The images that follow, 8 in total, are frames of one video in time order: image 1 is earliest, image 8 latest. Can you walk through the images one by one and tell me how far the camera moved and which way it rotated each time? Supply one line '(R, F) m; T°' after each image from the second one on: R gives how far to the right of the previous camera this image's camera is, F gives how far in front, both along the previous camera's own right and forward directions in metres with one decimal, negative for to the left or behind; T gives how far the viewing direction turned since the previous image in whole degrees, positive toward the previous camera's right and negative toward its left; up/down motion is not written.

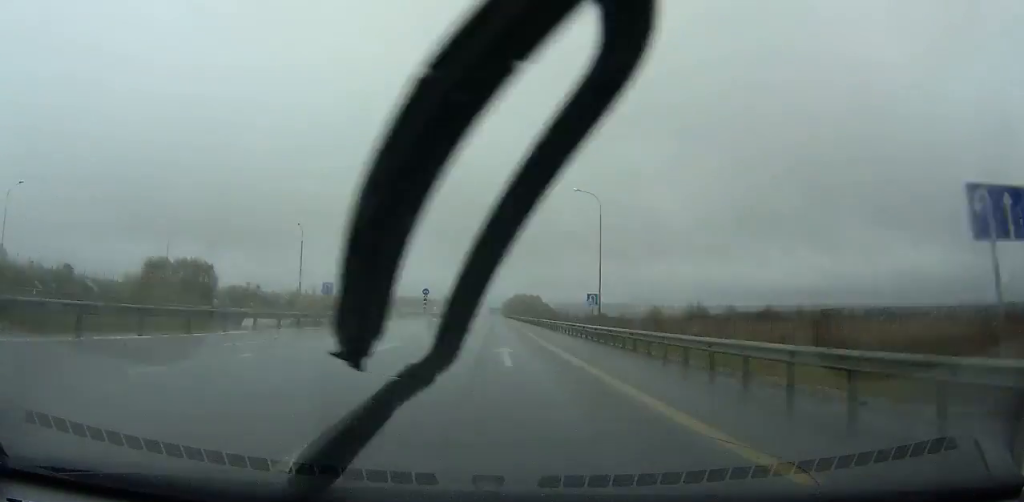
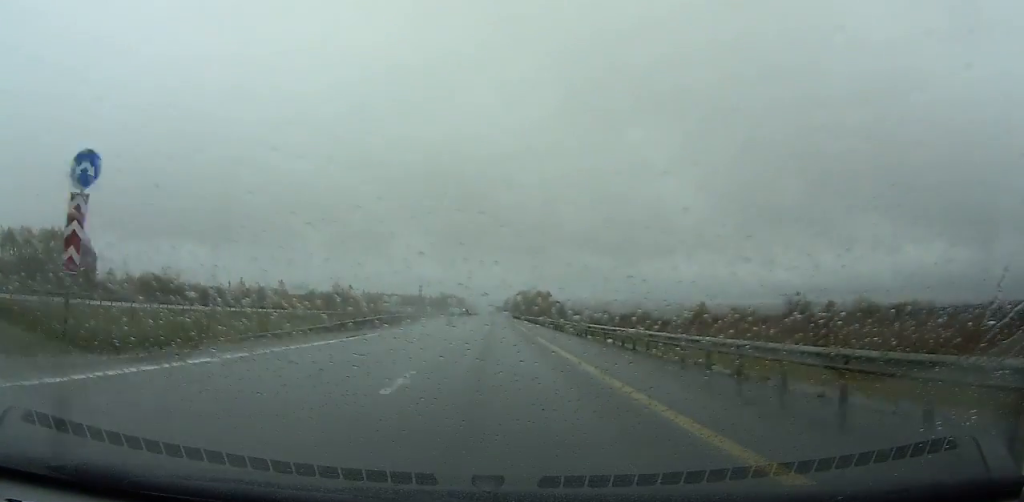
(+0.2, +67.0) m; 0°
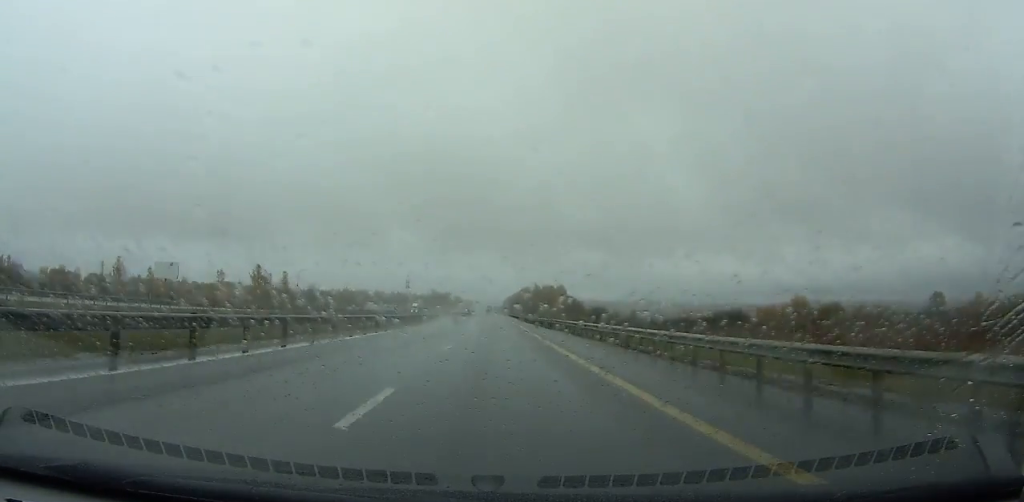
(-0.1, +75.2) m; 0°
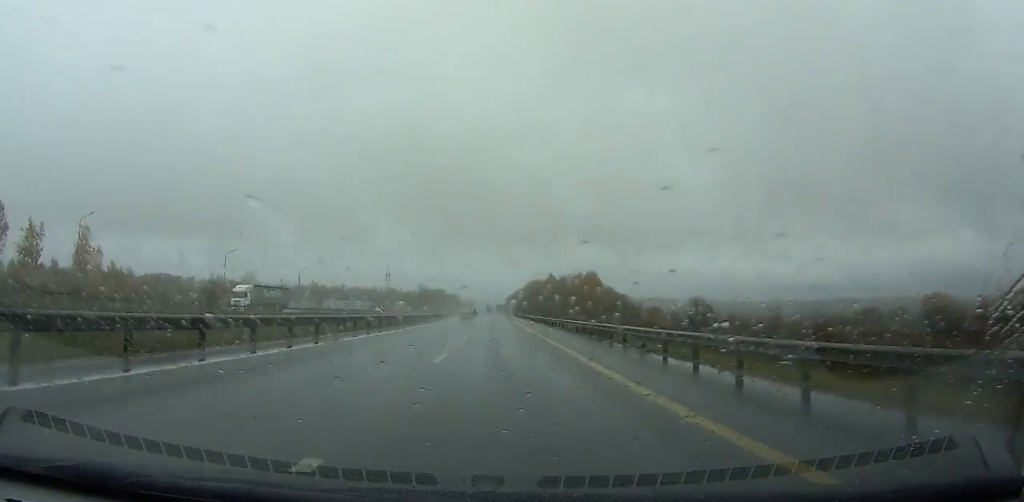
(0.0, +89.2) m; 0°
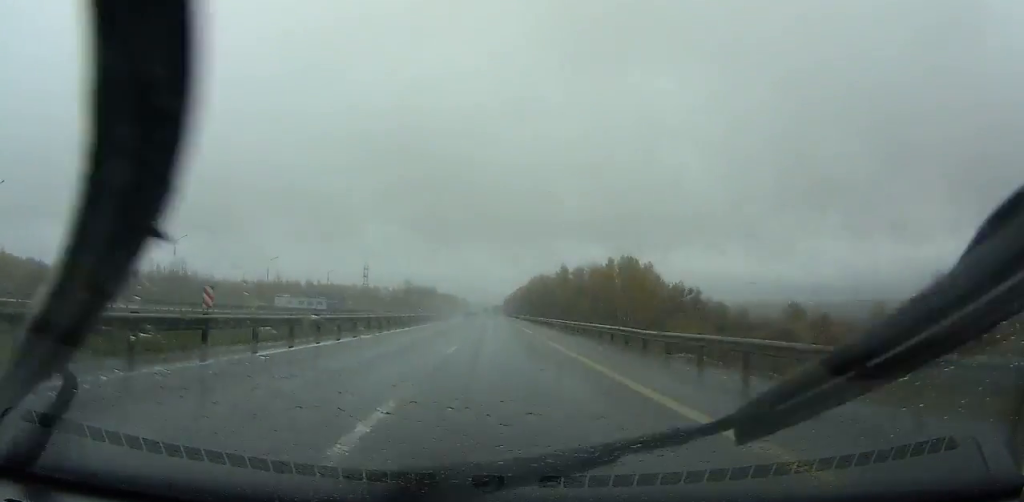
(+0.1, +57.4) m; 0°
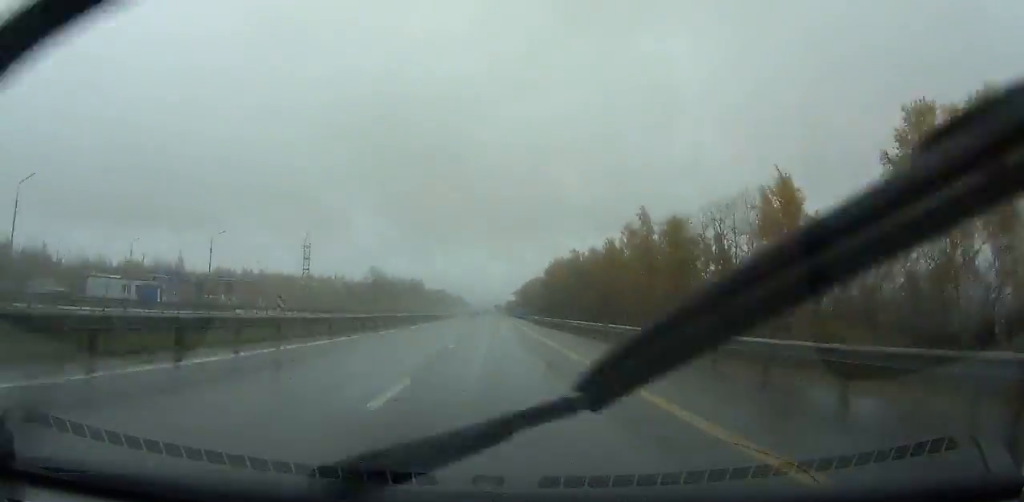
(0.0, +105.0) m; 0°
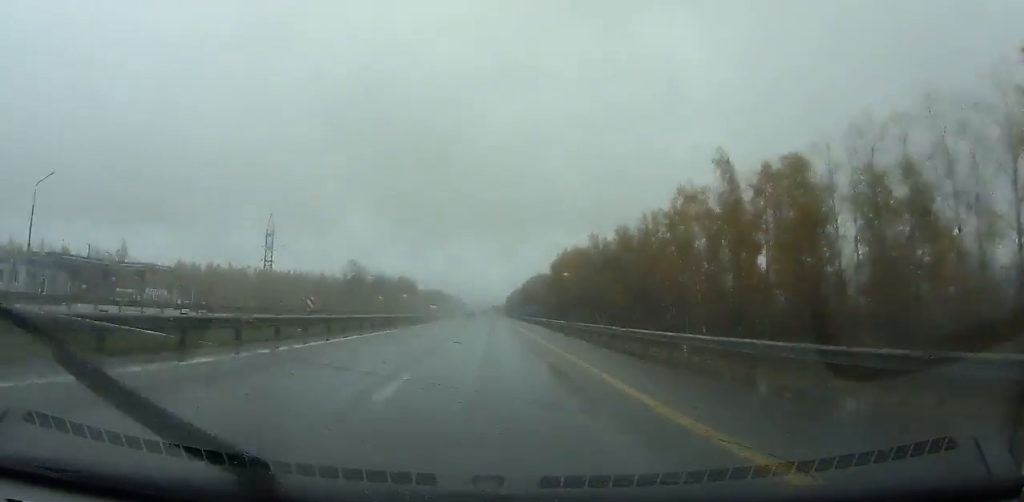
(0.0, +36.1) m; 0°
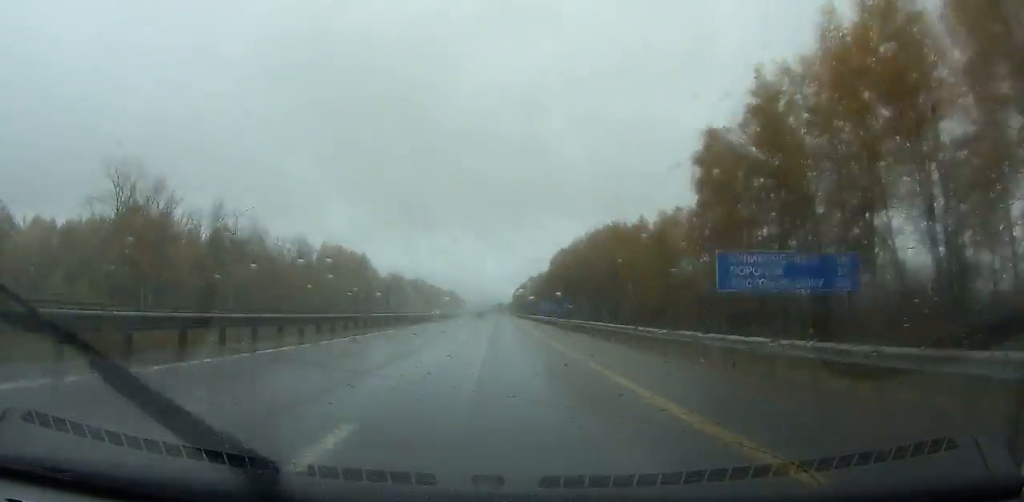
(-0.5, +148.7) m; 0°
